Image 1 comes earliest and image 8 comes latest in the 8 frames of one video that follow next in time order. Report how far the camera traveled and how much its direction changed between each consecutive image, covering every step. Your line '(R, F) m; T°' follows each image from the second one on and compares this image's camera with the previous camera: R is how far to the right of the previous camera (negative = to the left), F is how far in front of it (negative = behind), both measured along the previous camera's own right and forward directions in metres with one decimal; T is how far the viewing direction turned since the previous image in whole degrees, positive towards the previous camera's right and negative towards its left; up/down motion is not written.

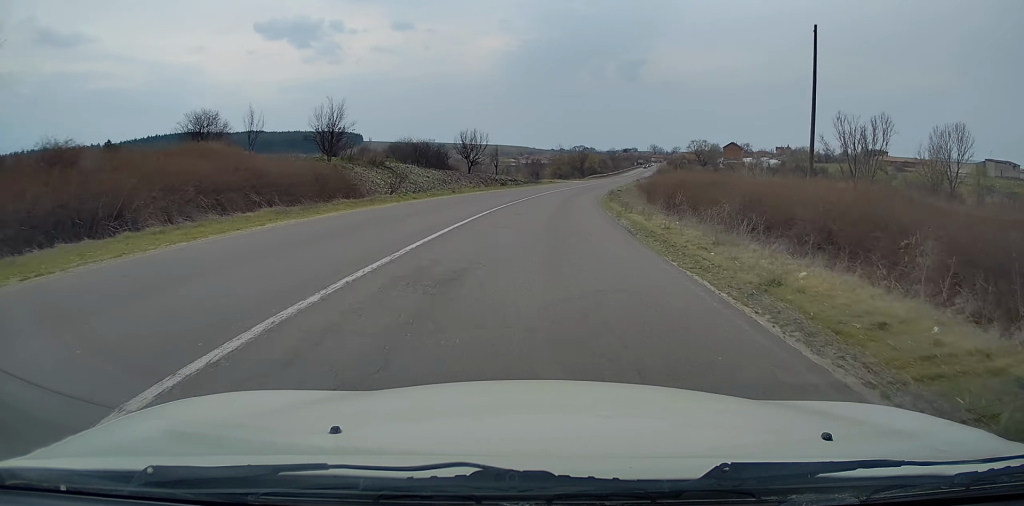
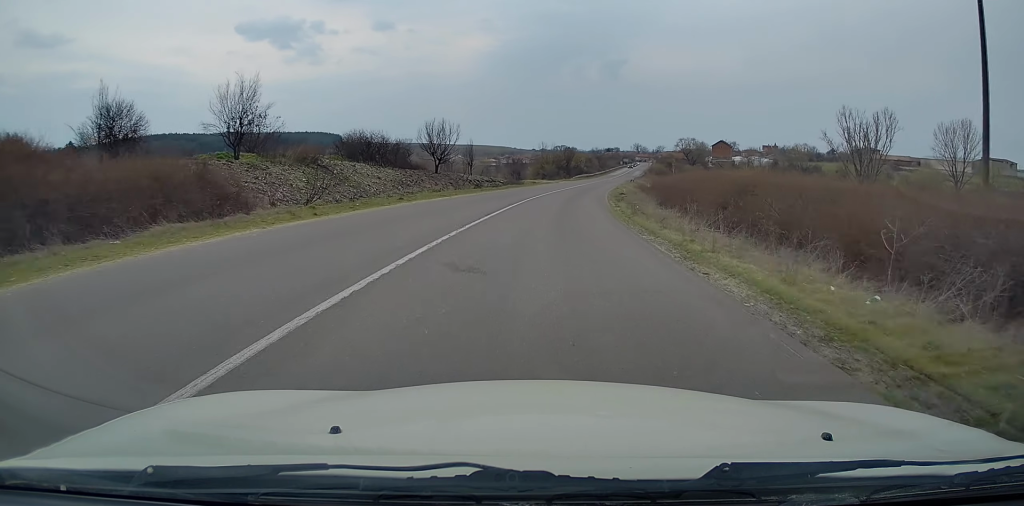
(0.0, +12.2) m; +2°
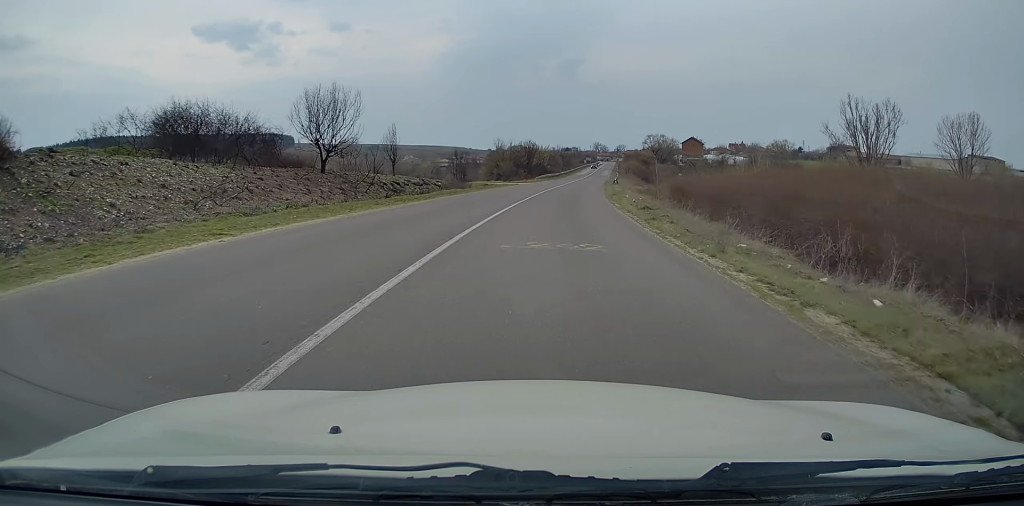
(+0.8, +22.7) m; +4°
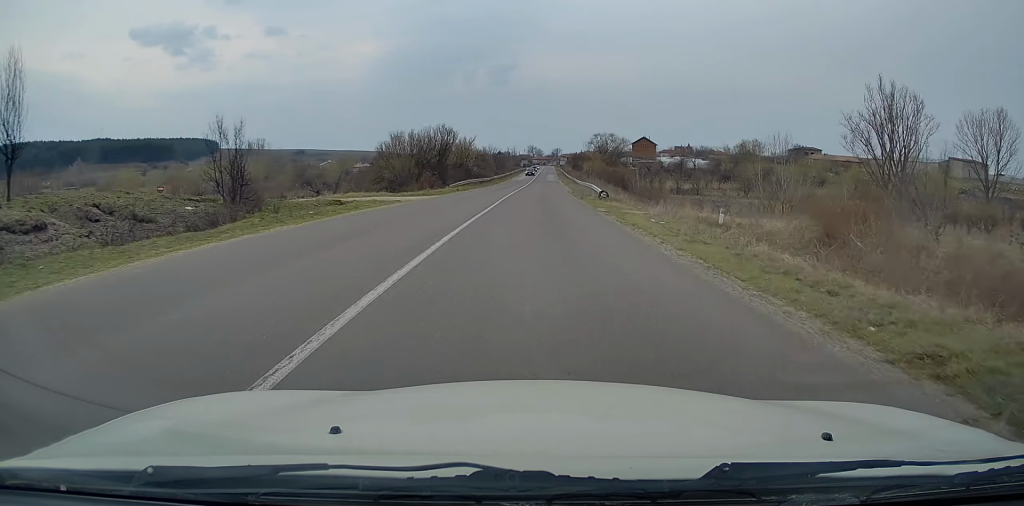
(+1.9, +35.8) m; +5°
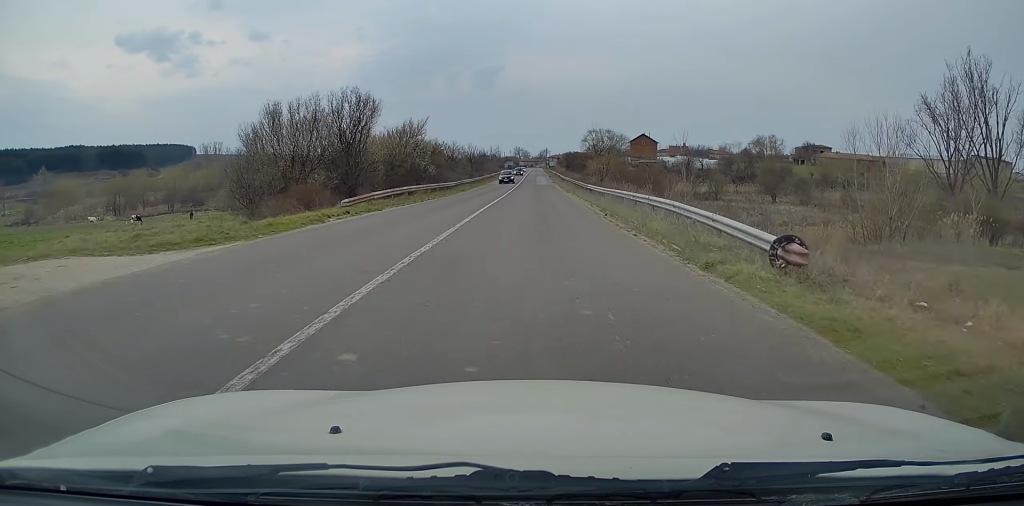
(+0.7, +26.7) m; +2°
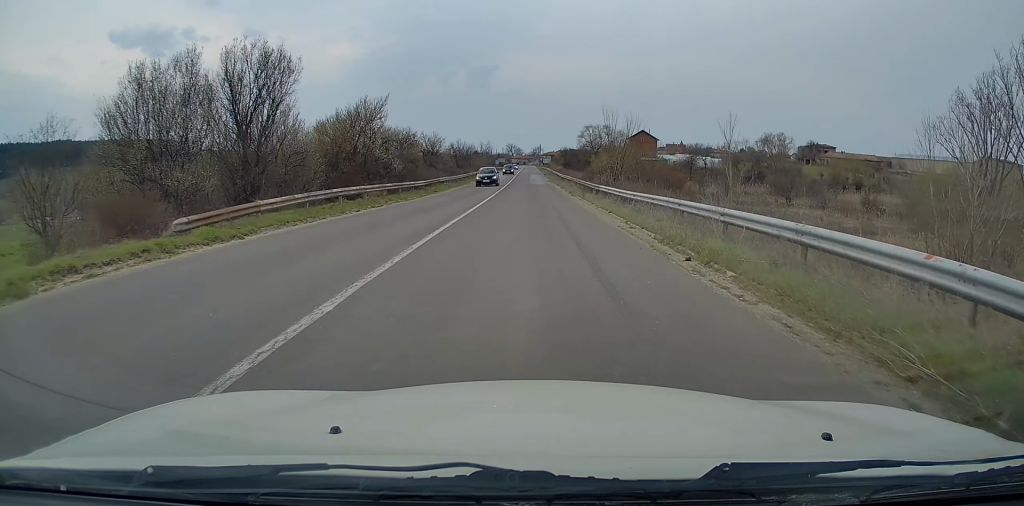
(+0.1, +11.7) m; +1°
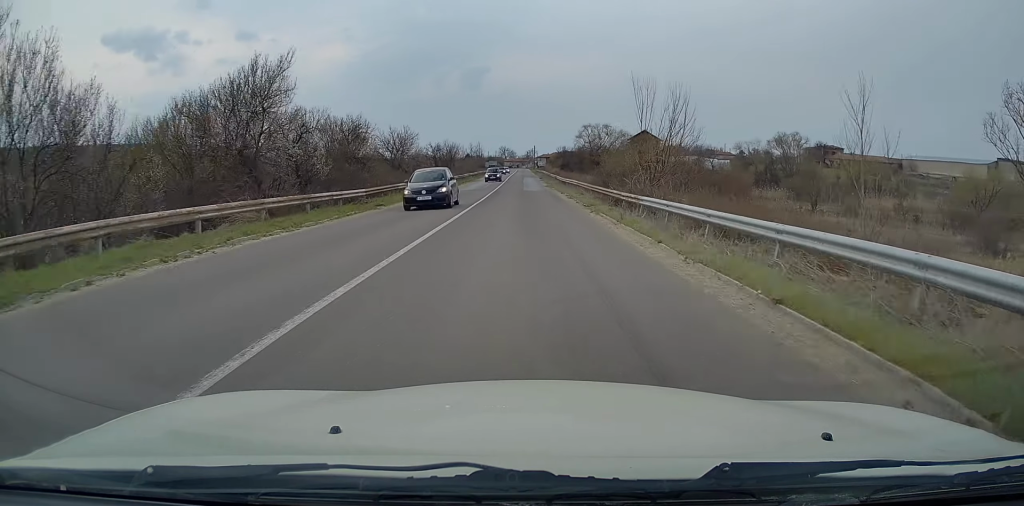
(0.0, +14.4) m; 0°
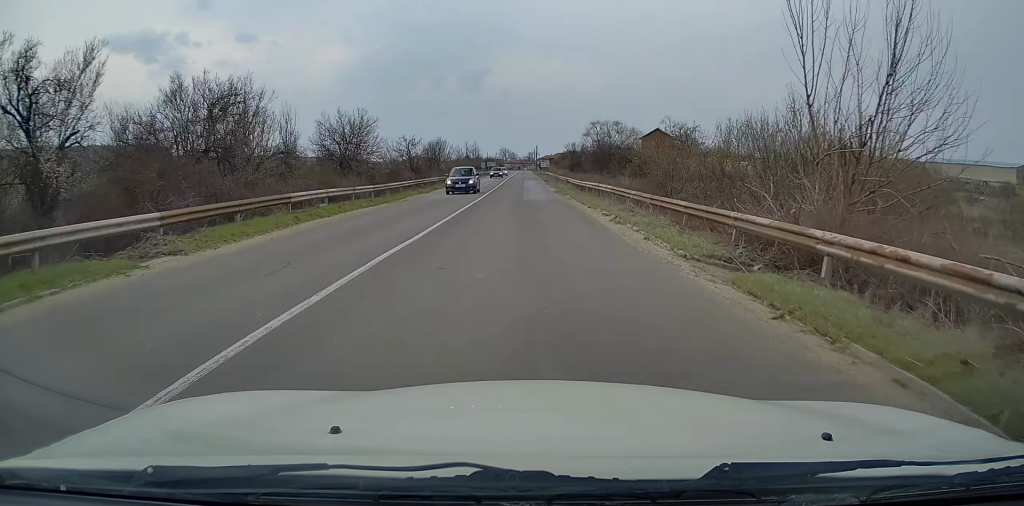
(+0.1, +16.8) m; +1°
